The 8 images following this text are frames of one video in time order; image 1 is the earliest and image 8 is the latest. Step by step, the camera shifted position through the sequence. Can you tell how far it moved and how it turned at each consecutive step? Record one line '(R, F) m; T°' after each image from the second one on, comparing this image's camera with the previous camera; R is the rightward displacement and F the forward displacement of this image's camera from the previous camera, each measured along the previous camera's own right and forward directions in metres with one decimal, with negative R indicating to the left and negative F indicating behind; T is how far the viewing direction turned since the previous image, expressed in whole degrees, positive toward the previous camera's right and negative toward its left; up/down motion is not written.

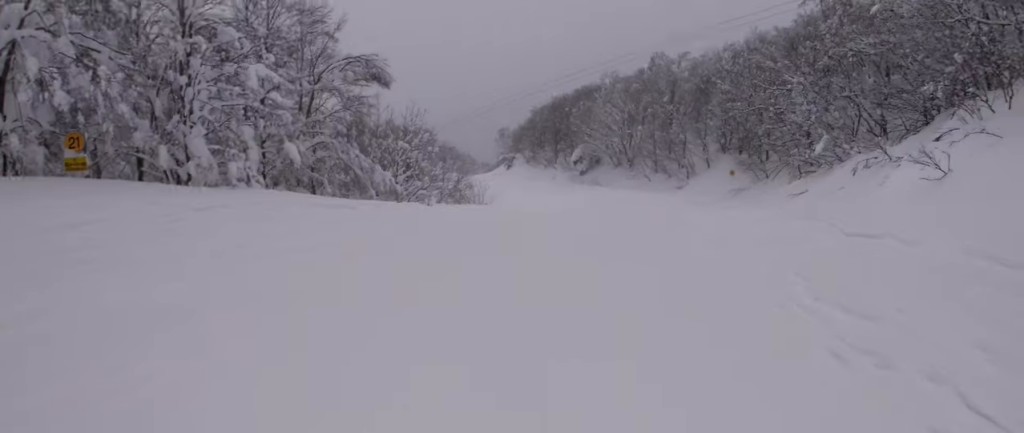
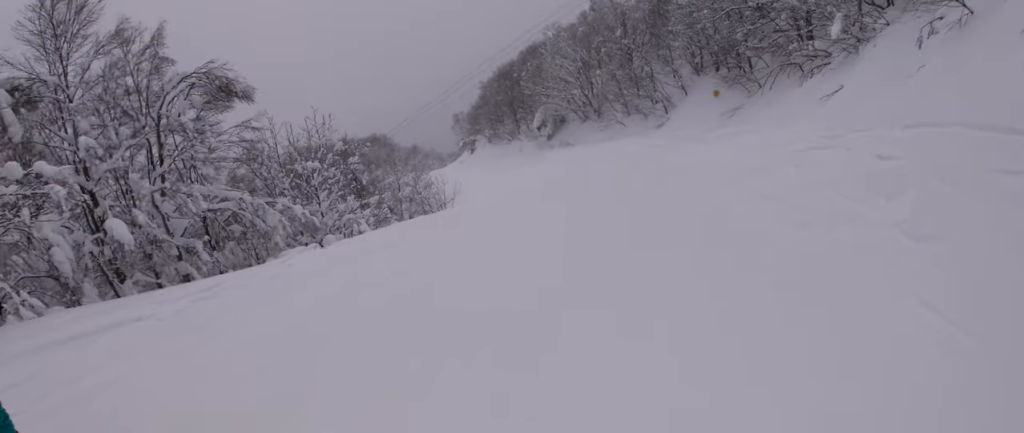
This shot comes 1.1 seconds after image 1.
(+1.0, +7.2) m; -3°
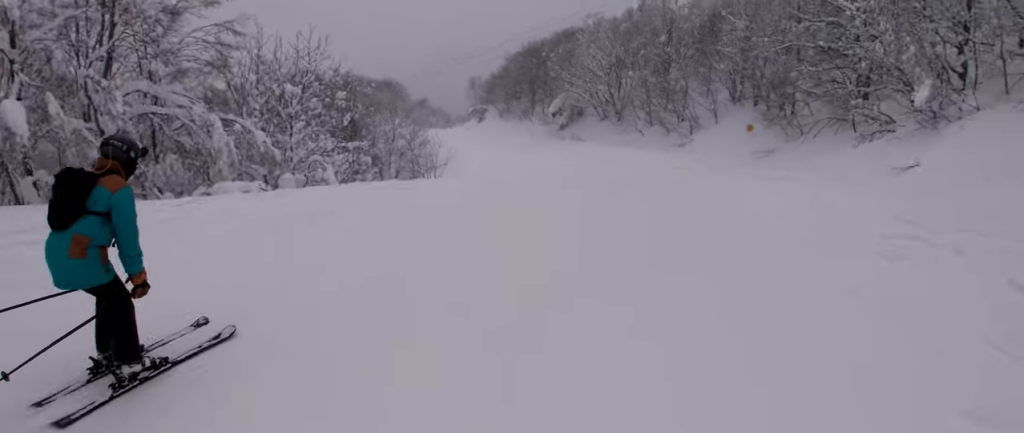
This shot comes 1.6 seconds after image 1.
(-0.6, +3.4) m; -1°
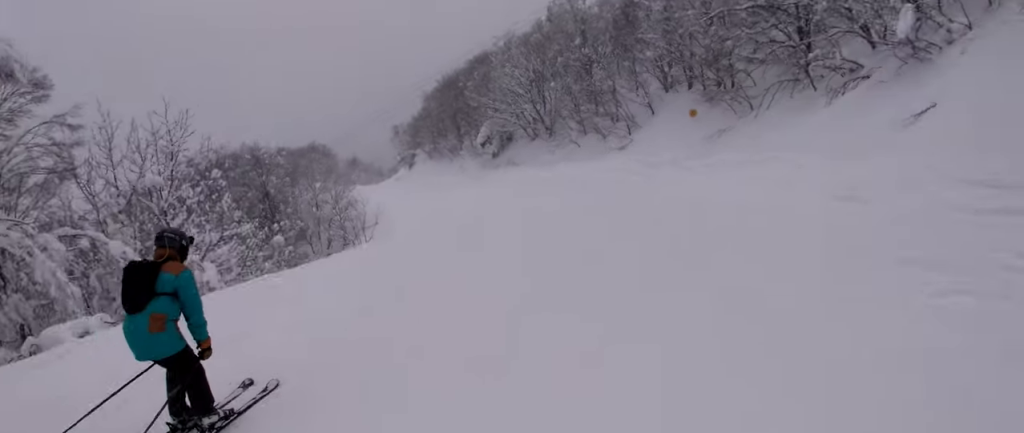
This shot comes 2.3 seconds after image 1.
(-0.8, +4.2) m; +1°
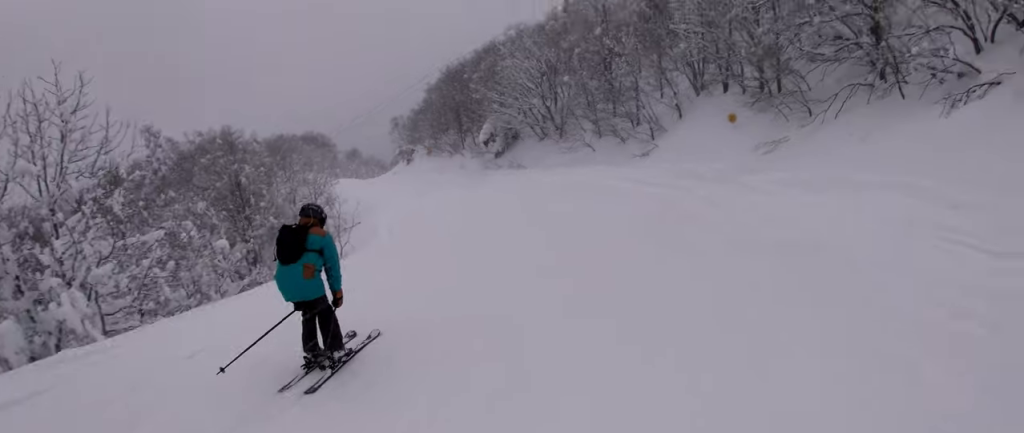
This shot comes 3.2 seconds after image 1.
(+1.4, +5.7) m; +6°
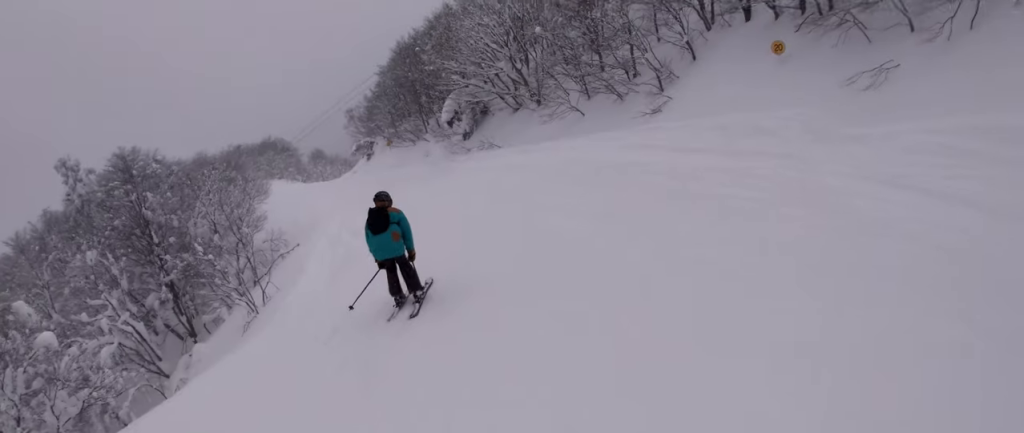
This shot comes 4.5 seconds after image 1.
(-1.8, +9.3) m; -15°
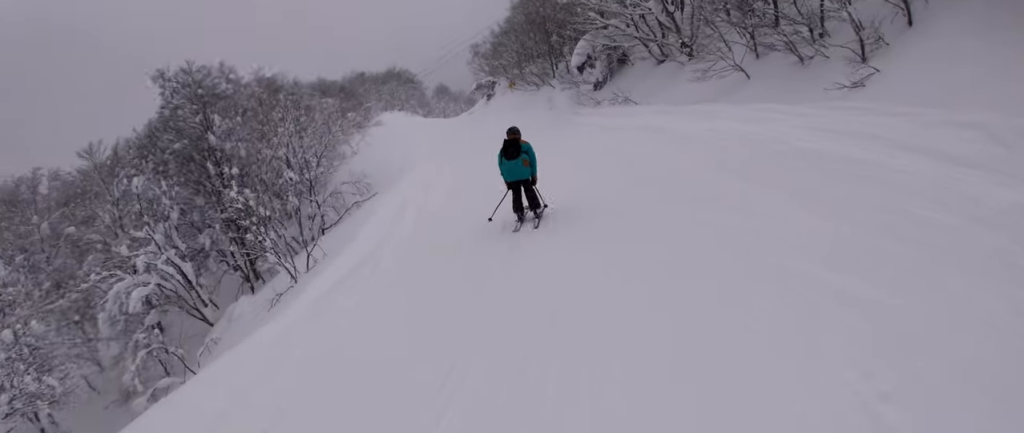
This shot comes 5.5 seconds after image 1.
(-0.4, +6.5) m; +2°
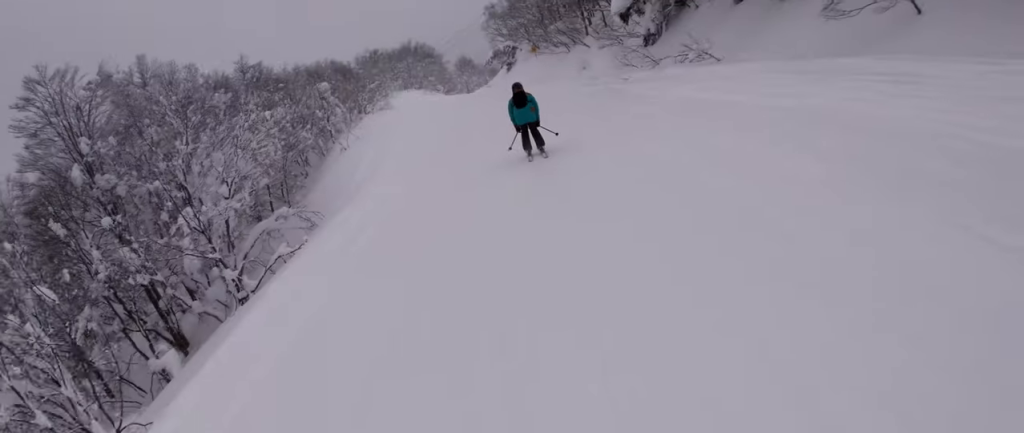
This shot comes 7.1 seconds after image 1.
(+1.2, +12.0) m; -7°
